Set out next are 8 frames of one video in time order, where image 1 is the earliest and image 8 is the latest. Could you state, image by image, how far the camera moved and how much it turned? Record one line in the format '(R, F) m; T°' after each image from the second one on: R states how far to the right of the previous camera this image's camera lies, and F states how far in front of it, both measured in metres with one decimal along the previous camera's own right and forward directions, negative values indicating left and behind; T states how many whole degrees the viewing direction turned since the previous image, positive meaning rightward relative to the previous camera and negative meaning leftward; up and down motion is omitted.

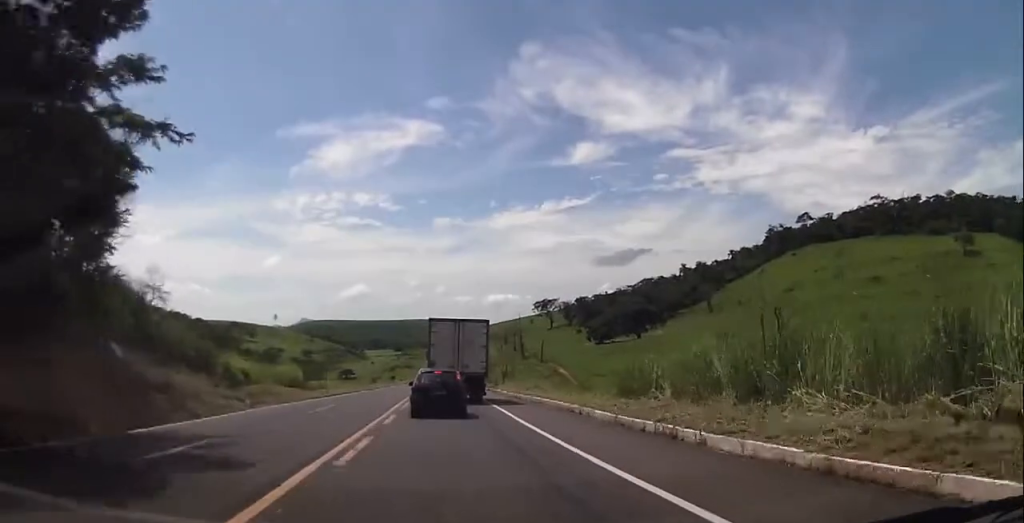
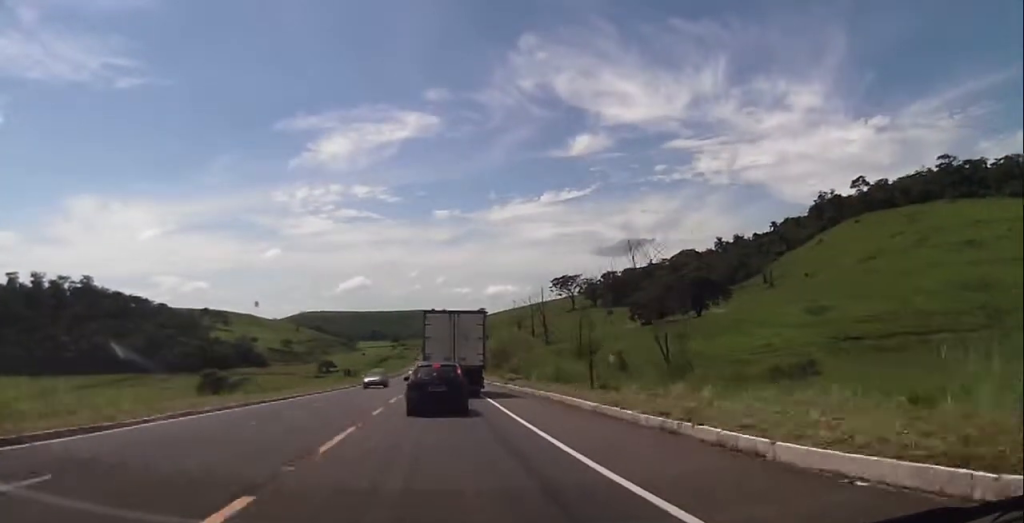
(-1.7, +69.7) m; -1°
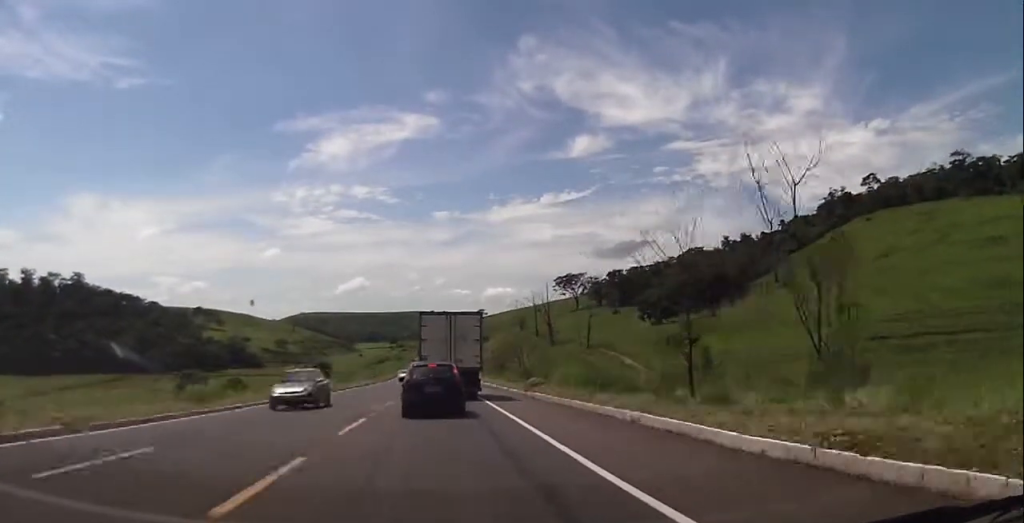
(0.0, +12.8) m; 0°
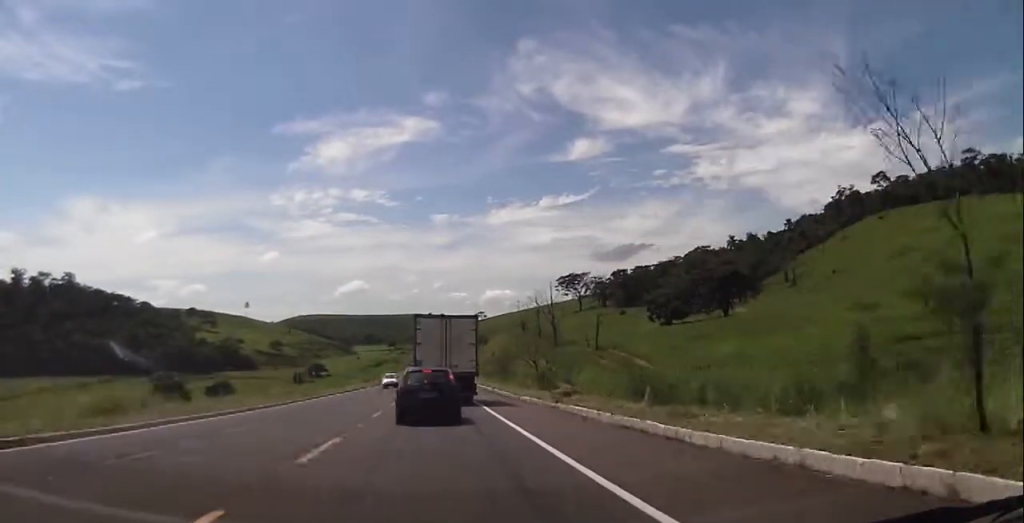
(0.0, +11.2) m; 0°
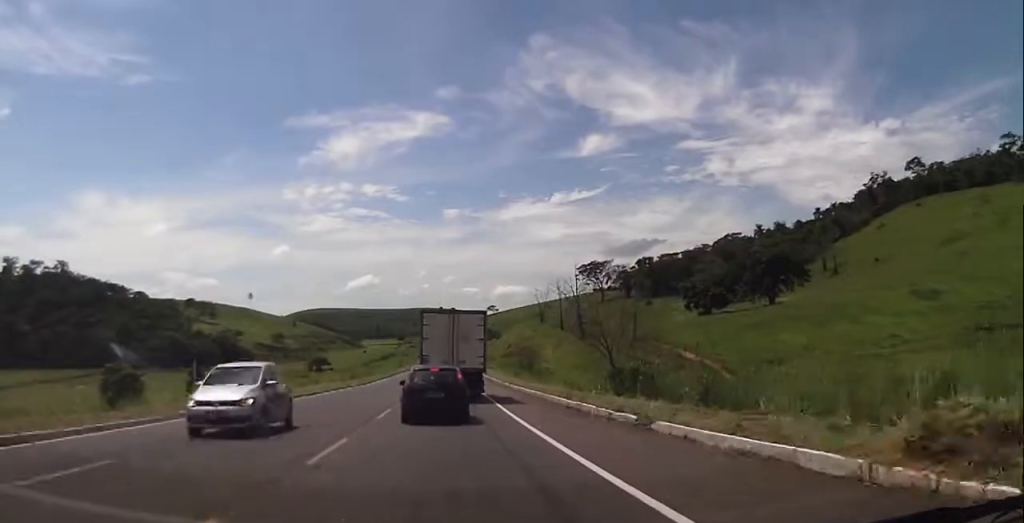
(0.0, +23.9) m; 0°
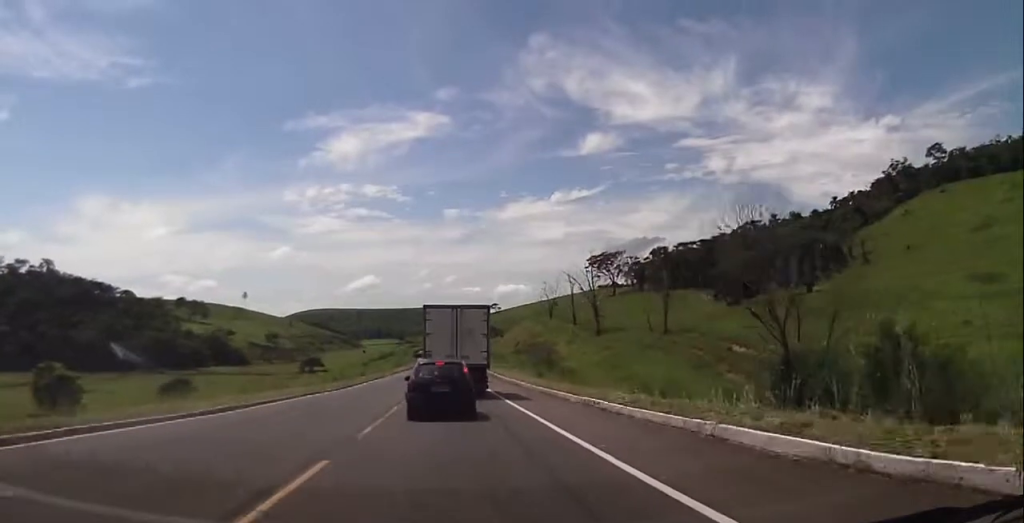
(0.0, +19.7) m; 0°
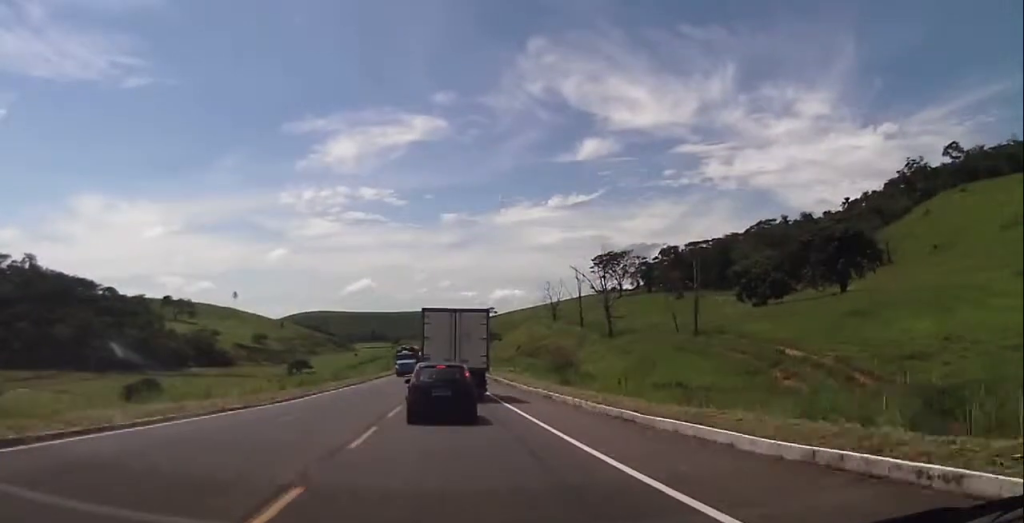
(0.0, +17.2) m; 0°
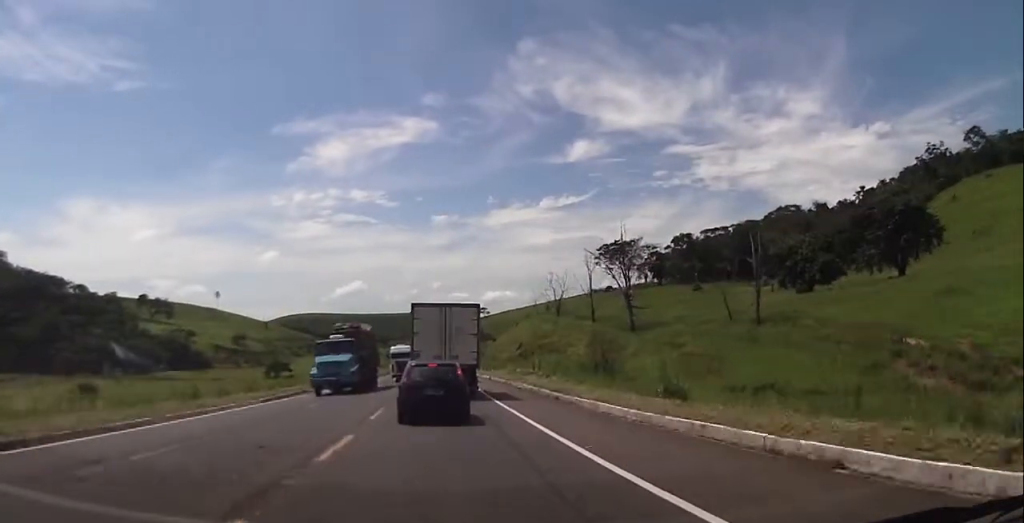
(0.0, +24.8) m; 0°
